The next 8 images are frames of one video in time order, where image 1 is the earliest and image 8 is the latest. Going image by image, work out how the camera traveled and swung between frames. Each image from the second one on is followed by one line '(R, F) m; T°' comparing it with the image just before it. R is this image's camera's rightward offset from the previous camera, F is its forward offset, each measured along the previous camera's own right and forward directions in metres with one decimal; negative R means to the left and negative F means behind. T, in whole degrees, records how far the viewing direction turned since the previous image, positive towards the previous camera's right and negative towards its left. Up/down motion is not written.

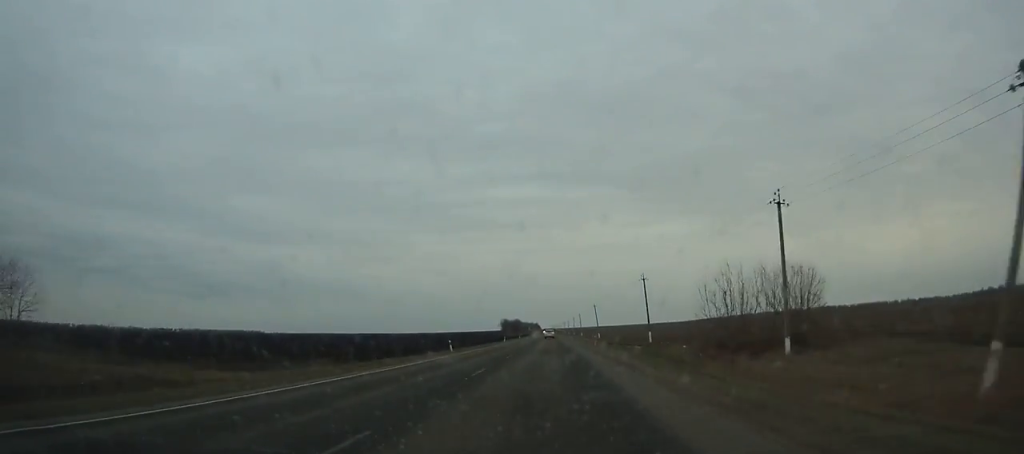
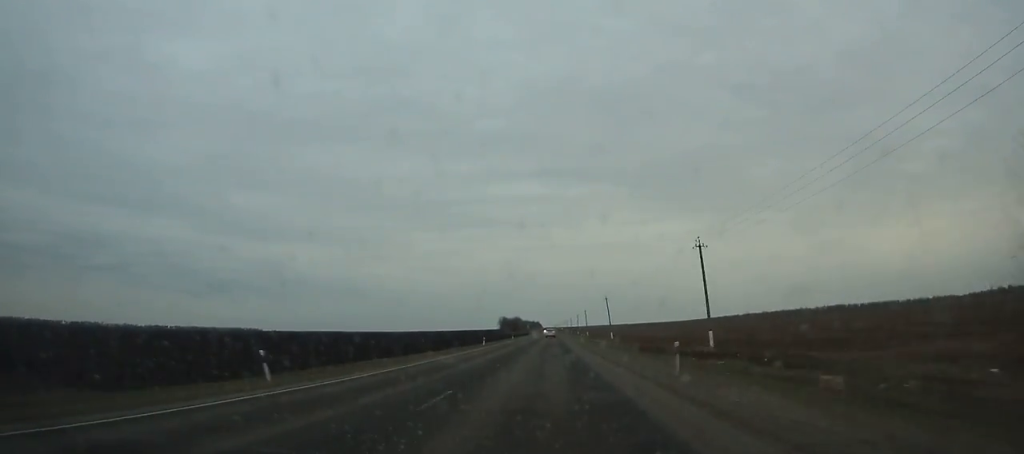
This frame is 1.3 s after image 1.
(-0.1, +30.2) m; 0°
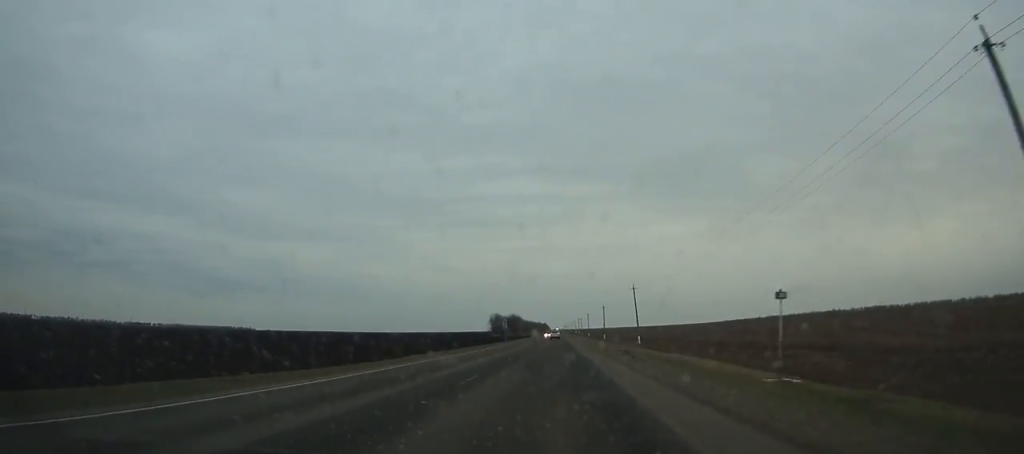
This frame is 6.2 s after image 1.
(-0.7, +114.1) m; -1°
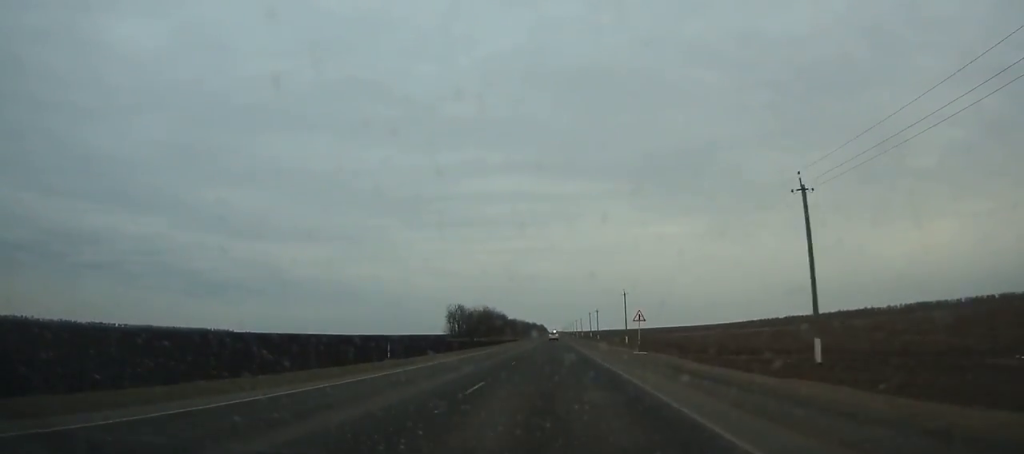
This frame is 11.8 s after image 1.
(-0.5, +132.6) m; 0°
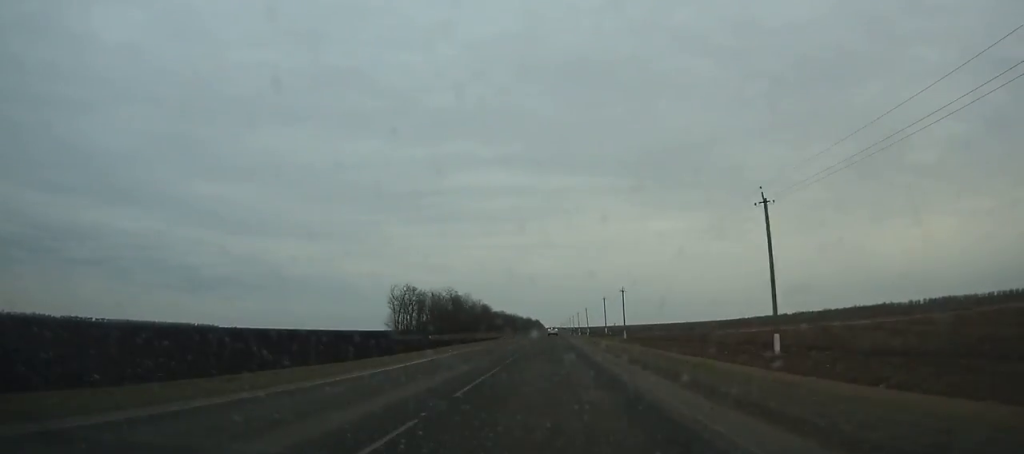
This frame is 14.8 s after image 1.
(+0.4, +72.4) m; 0°
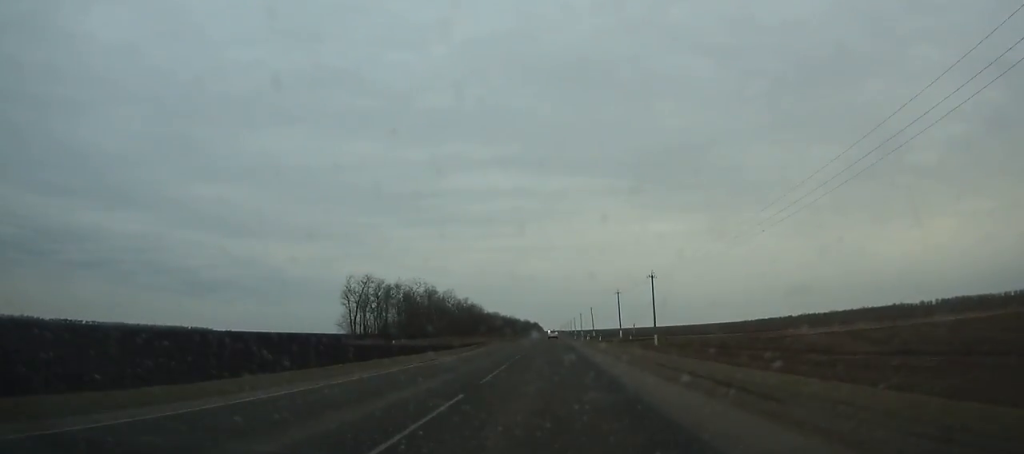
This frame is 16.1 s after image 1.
(0.0, +31.6) m; 0°
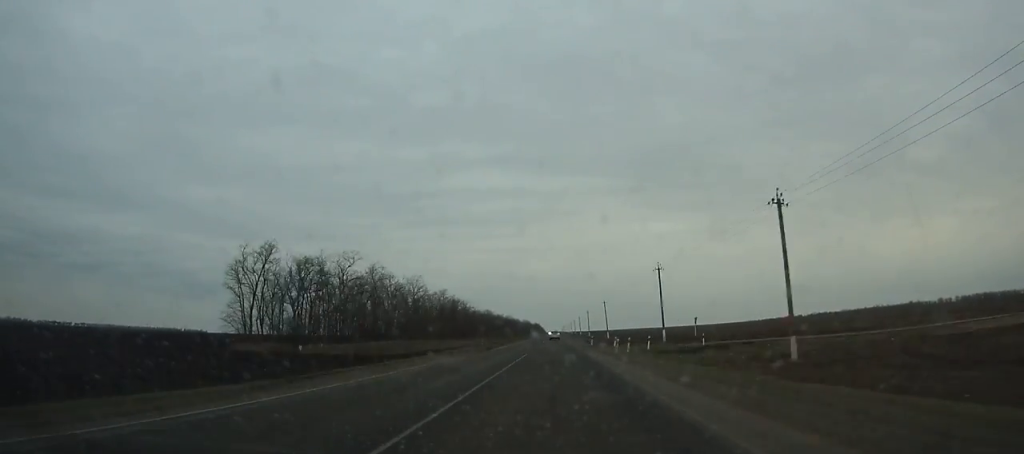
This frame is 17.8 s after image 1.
(0.0, +41.2) m; 0°
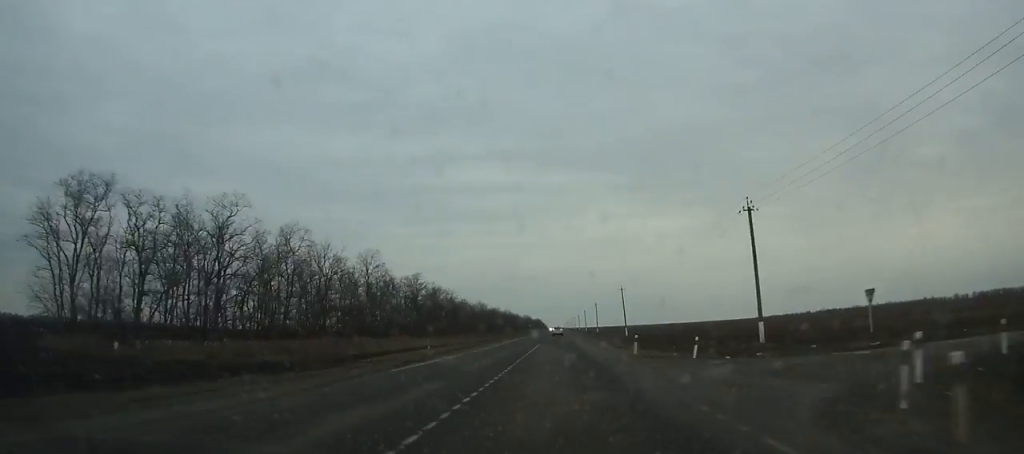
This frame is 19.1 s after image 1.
(0.0, +31.5) m; 0°
